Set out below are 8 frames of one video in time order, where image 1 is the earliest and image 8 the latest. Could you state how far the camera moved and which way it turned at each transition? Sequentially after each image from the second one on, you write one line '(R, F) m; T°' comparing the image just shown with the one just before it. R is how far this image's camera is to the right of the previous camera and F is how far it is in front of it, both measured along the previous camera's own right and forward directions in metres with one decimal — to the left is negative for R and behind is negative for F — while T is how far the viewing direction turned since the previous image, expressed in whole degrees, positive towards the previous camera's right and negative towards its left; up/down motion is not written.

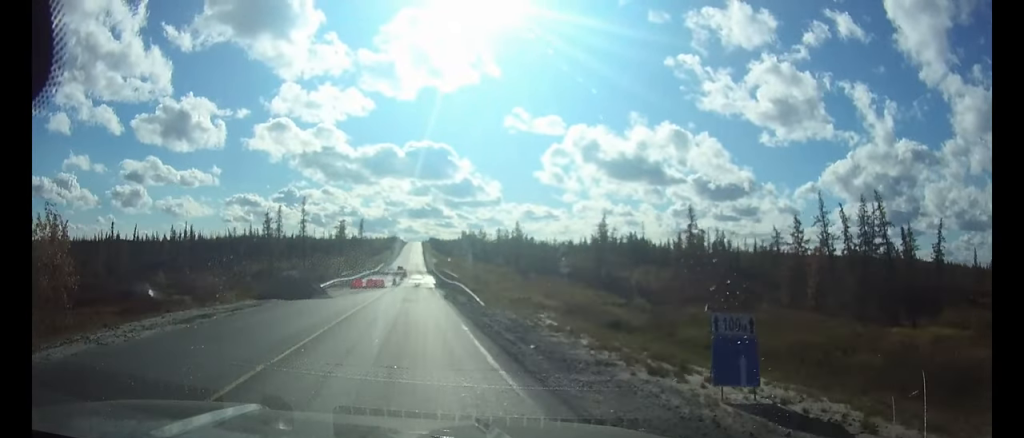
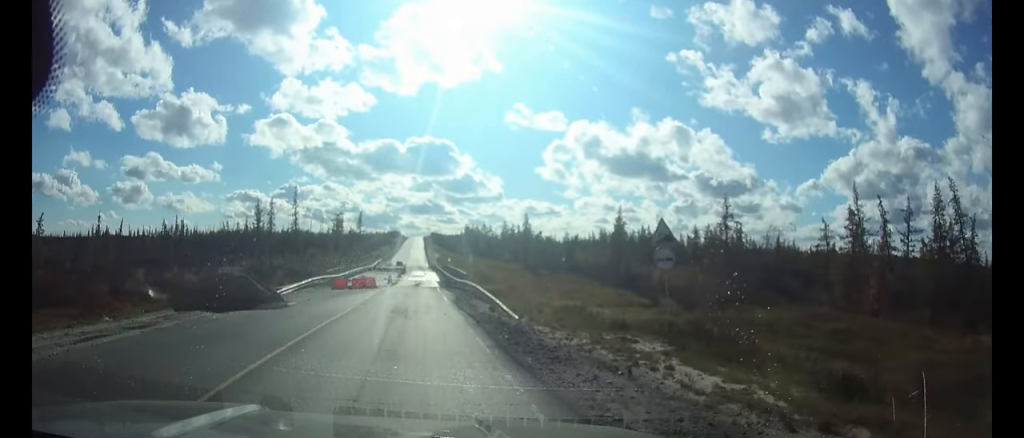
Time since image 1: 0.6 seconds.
(0.0, +8.7) m; 0°
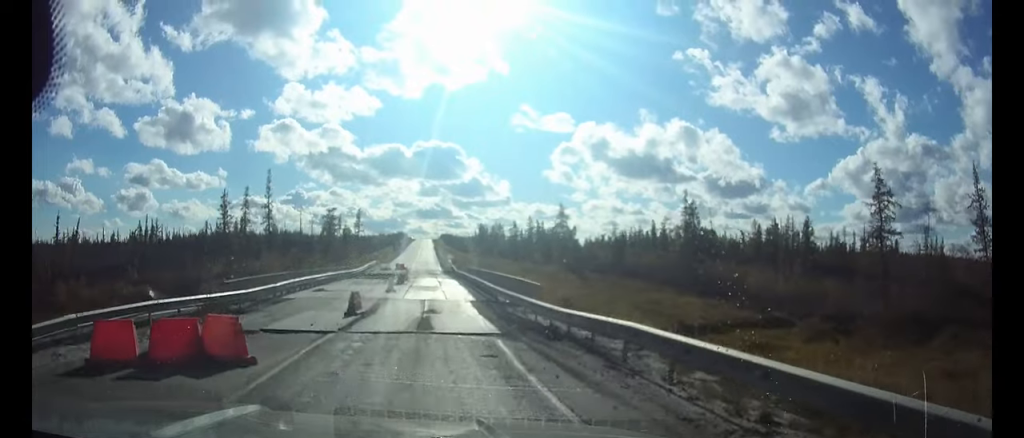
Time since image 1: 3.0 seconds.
(-0.2, +23.6) m; -1°
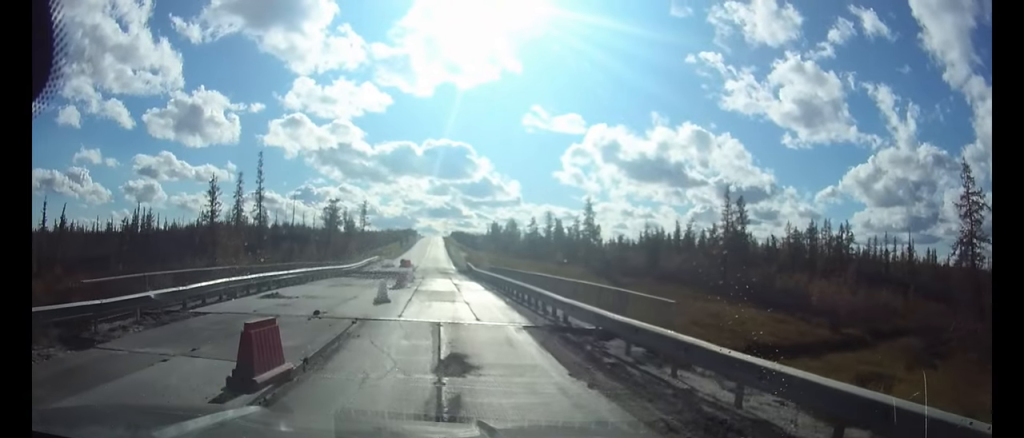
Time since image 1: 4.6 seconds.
(0.0, +8.7) m; 0°
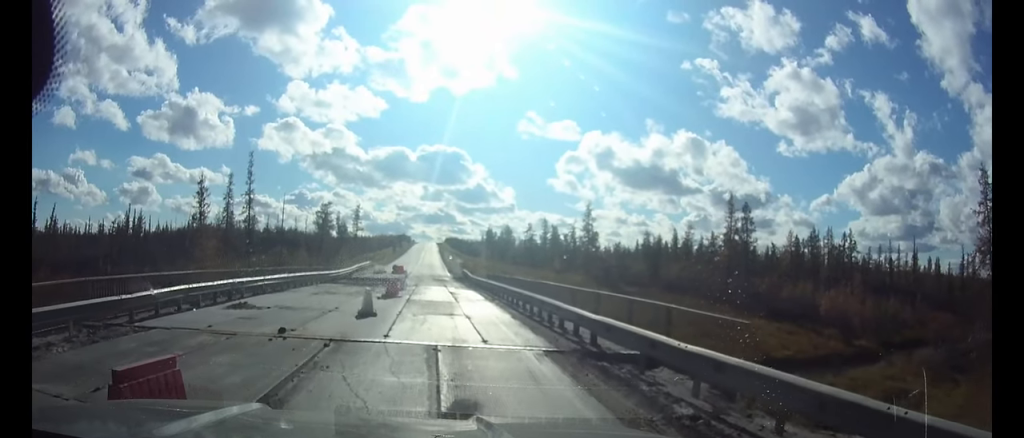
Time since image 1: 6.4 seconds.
(+0.1, +5.4) m; +2°
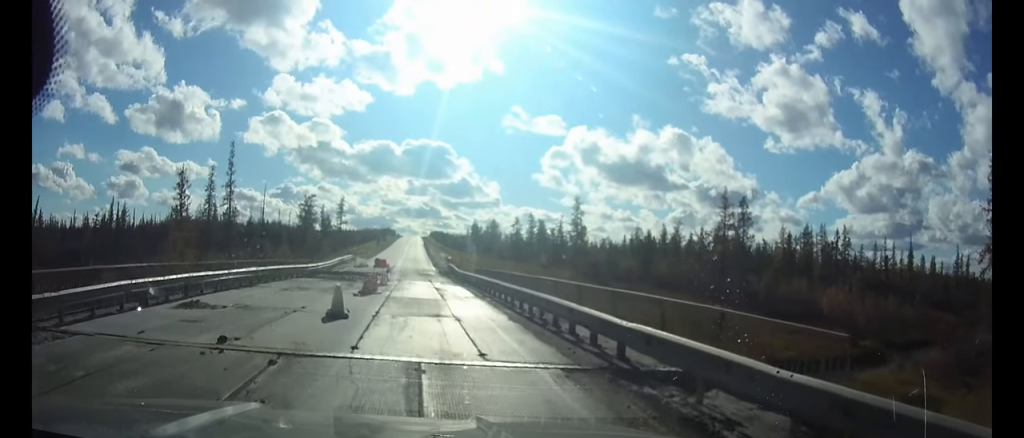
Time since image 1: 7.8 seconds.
(+0.1, +3.7) m; +1°
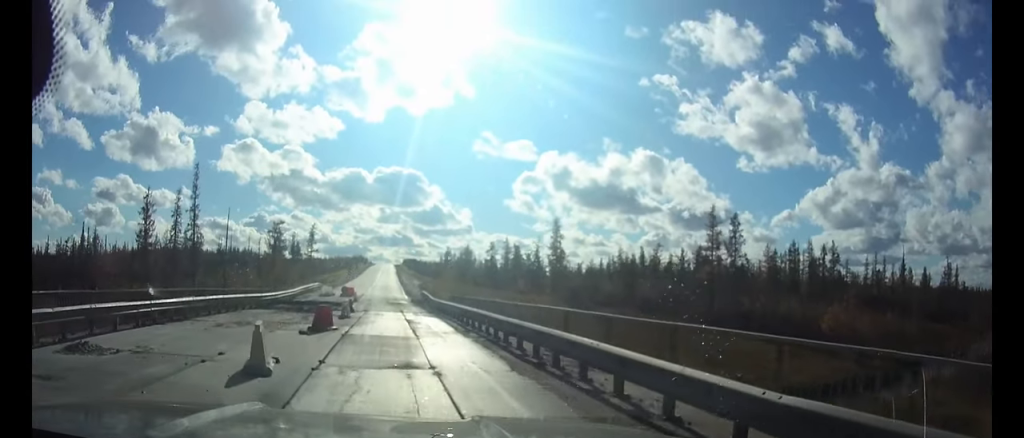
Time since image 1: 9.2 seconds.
(0.0, +4.7) m; 0°
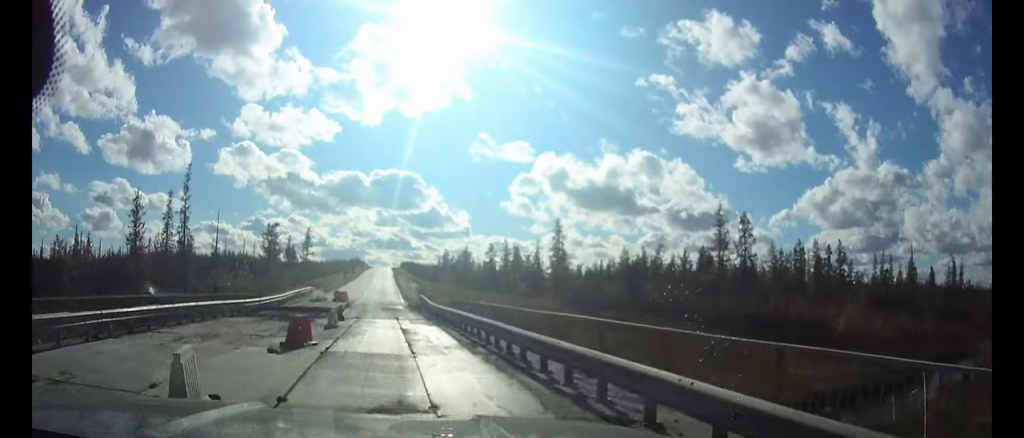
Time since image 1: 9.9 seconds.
(0.0, +3.0) m; 0°
